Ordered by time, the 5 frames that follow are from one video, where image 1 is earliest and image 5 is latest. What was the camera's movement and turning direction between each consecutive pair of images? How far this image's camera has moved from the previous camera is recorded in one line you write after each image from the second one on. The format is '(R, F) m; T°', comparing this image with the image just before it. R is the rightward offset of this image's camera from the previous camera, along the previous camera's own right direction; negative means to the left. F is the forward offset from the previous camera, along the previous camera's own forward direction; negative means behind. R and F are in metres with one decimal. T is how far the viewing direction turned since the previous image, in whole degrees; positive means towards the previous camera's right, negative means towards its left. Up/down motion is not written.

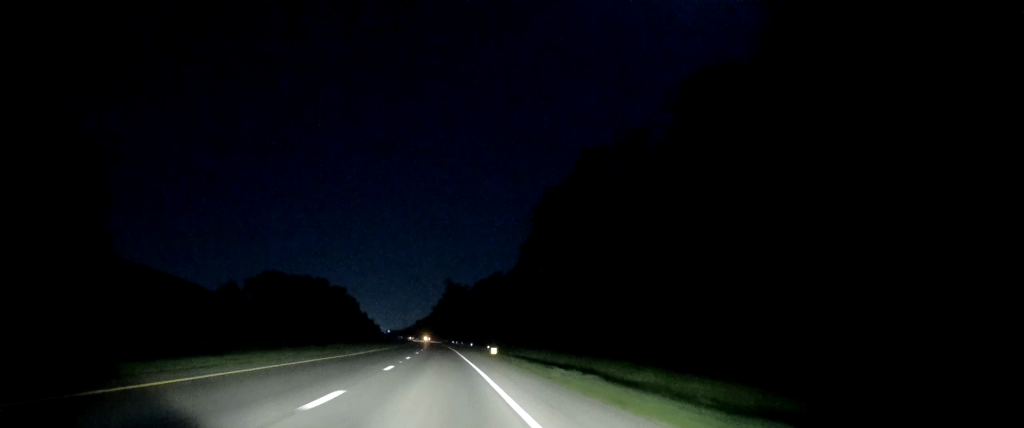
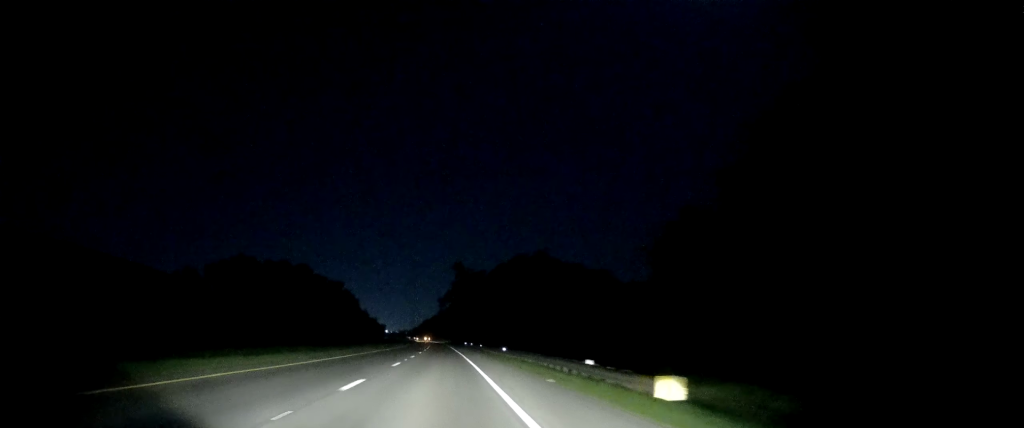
(+0.7, +45.8) m; 0°
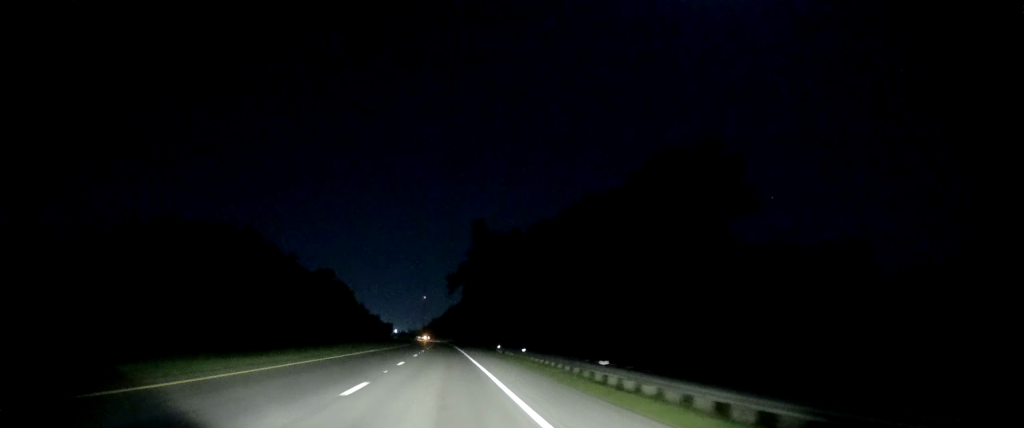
(-1.8, +62.1) m; -3°
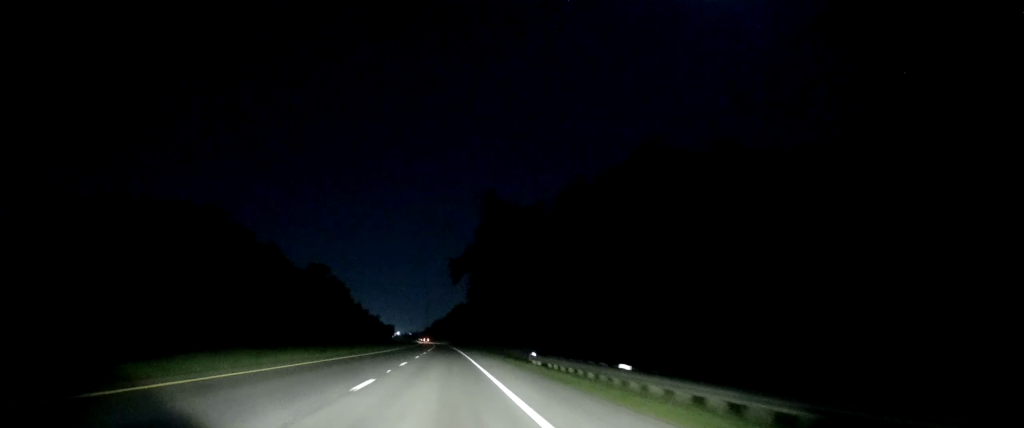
(-0.2, +23.4) m; -1°
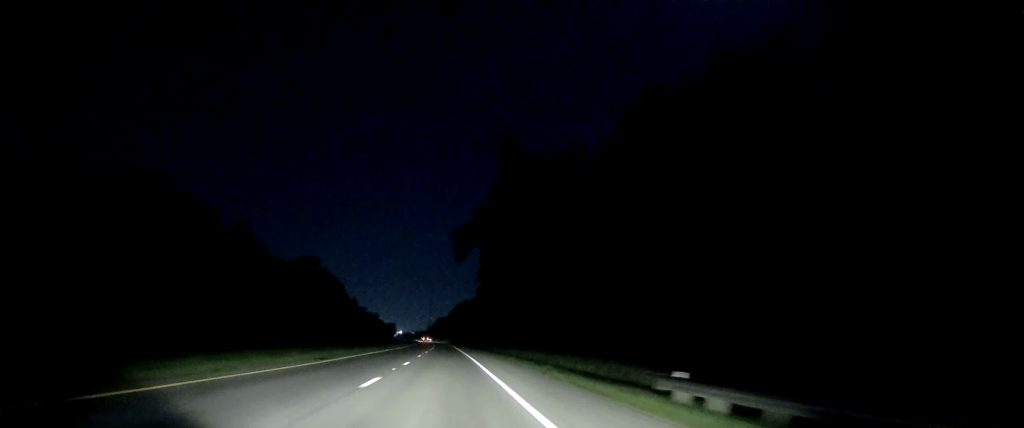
(+0.1, +23.4) m; -1°
